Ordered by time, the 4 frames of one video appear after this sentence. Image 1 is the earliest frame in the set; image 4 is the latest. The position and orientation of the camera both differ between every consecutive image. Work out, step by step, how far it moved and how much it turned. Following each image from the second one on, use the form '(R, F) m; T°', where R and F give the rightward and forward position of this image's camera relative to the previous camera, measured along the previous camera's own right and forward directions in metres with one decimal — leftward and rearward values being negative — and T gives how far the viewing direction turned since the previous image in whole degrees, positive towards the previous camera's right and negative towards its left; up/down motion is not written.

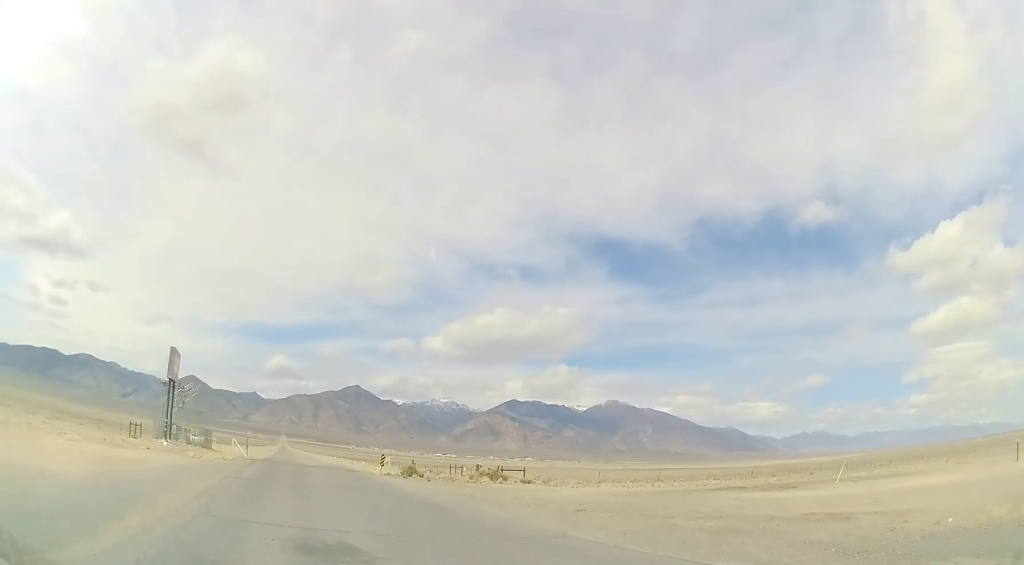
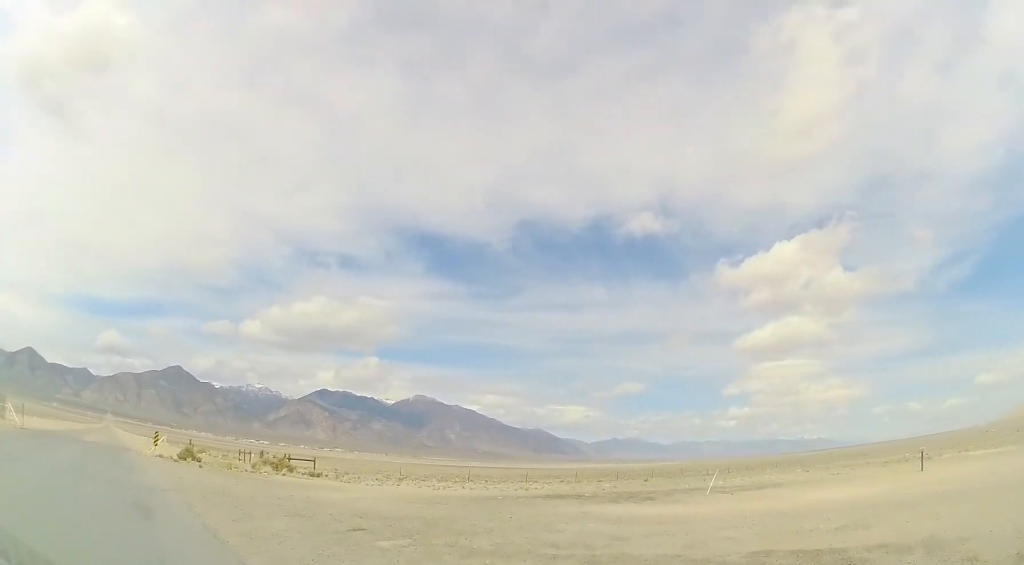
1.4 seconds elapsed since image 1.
(+0.1, +7.4) m; +17°
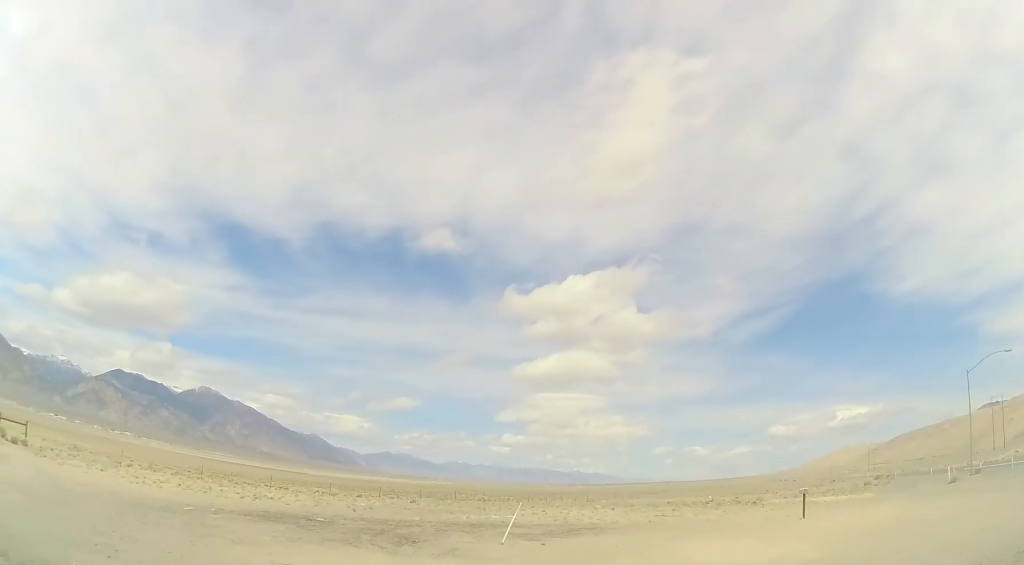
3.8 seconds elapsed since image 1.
(+3.4, +9.4) m; +31°
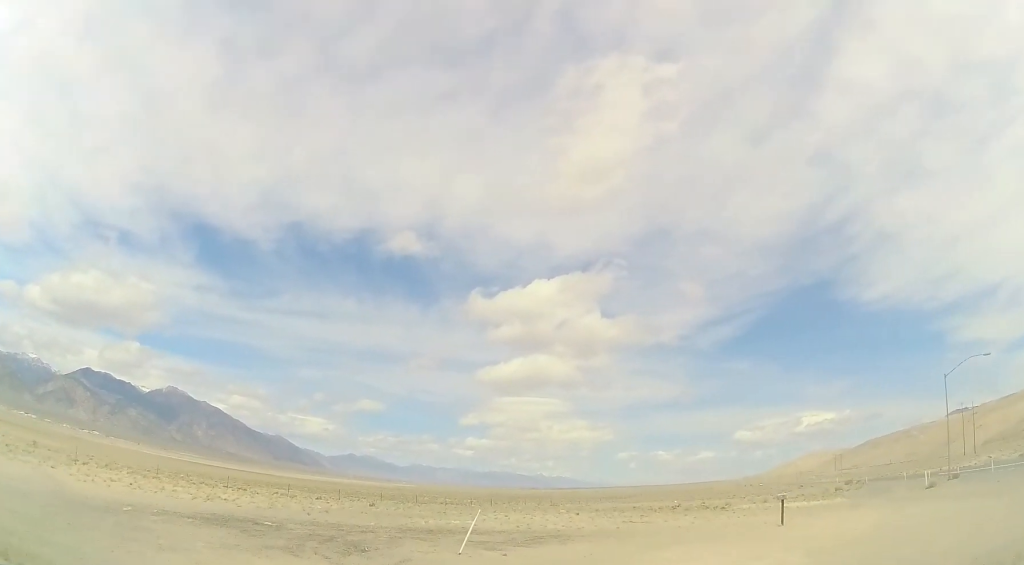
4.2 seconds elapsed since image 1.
(+0.1, +1.4) m; +6°
